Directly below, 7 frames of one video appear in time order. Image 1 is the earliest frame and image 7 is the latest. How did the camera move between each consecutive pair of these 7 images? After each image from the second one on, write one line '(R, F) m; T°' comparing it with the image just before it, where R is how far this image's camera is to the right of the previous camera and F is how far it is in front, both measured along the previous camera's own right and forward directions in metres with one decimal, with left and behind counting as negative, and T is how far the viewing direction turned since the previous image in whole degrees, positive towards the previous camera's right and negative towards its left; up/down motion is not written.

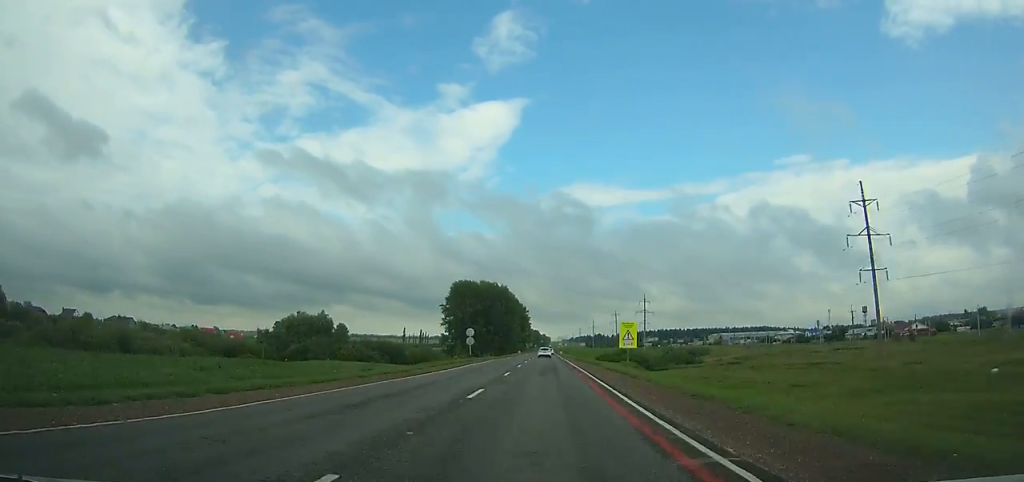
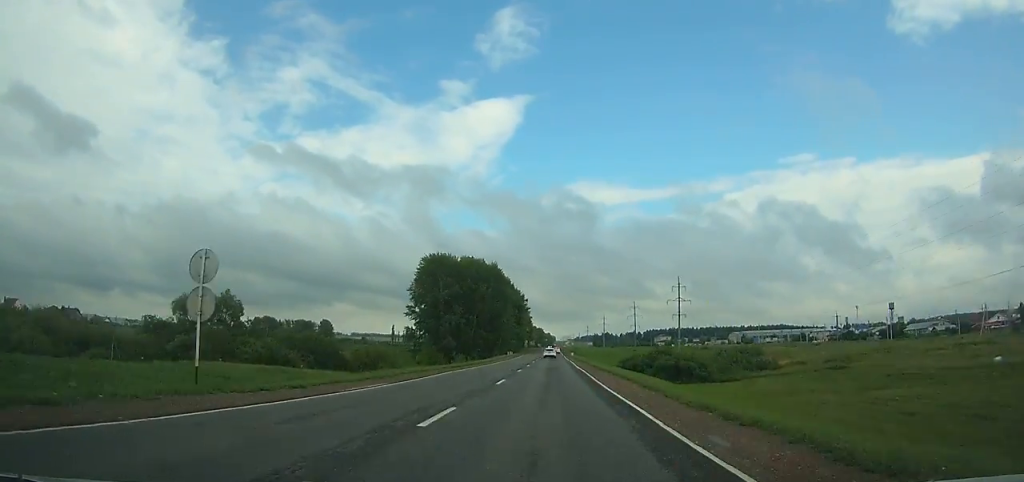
(-0.1, +53.9) m; 0°
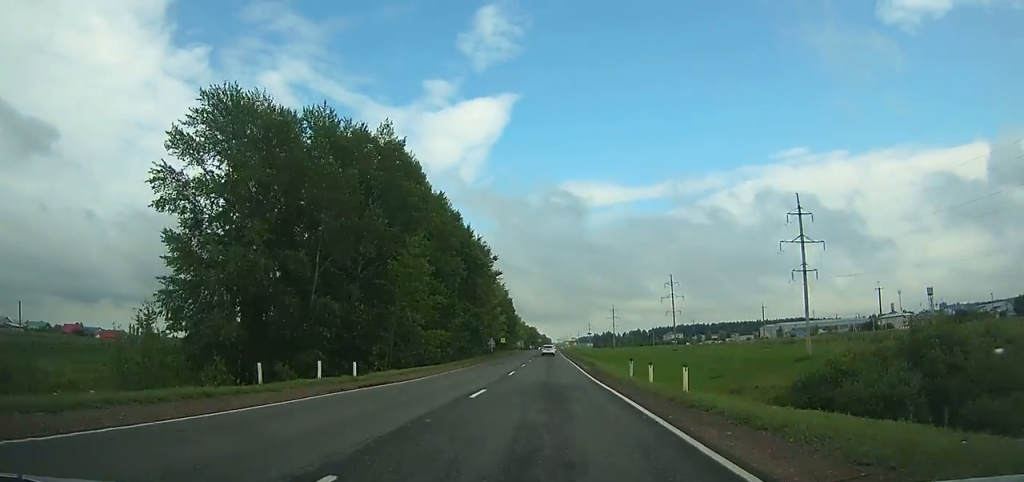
(-0.2, +86.8) m; -1°
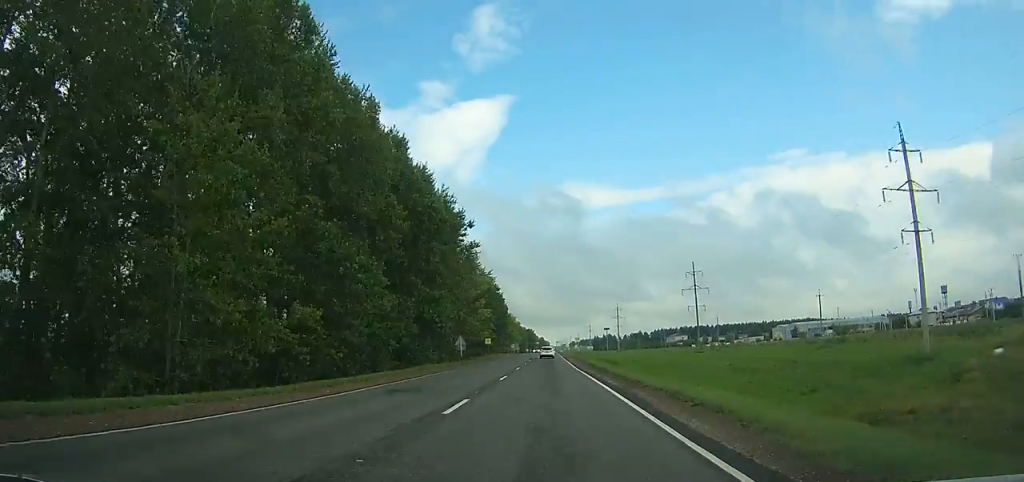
(-0.4, +28.5) m; 0°
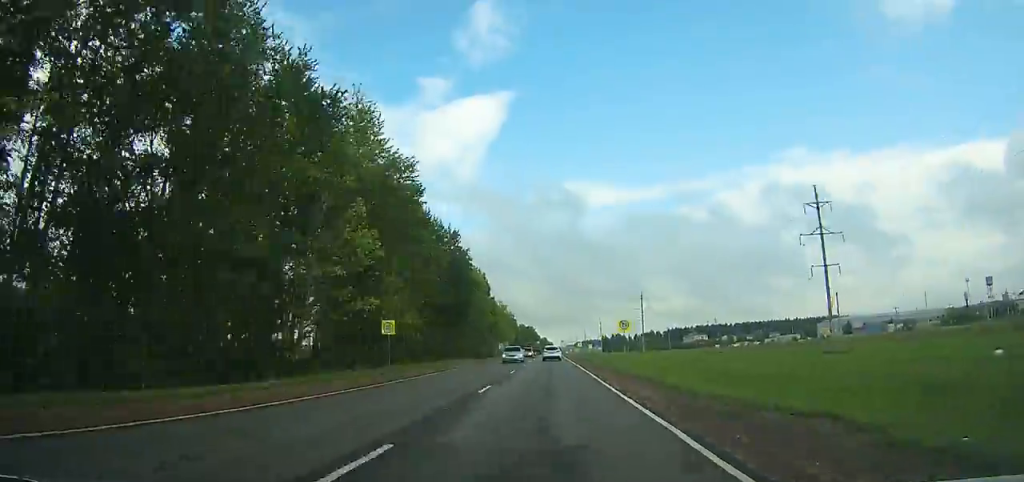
(+0.5, +65.7) m; +1°
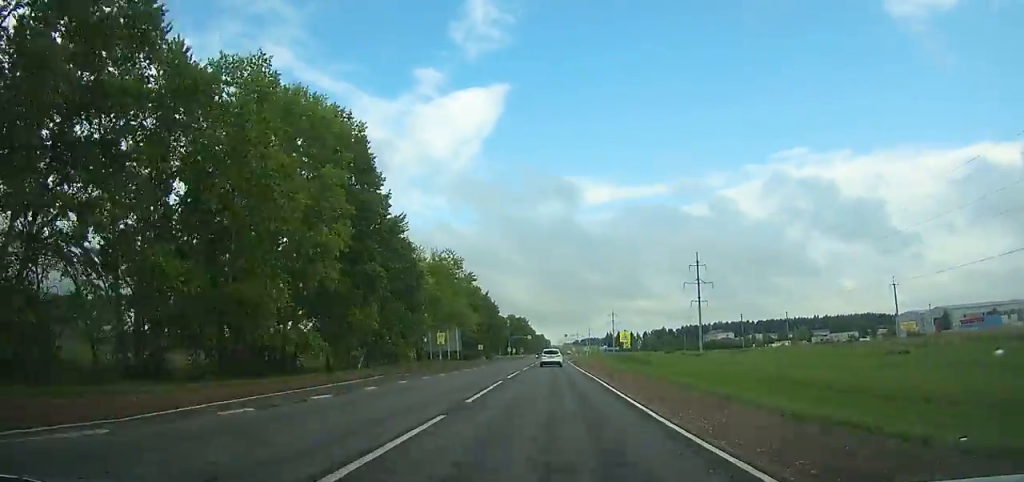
(+0.1, +88.0) m; 0°
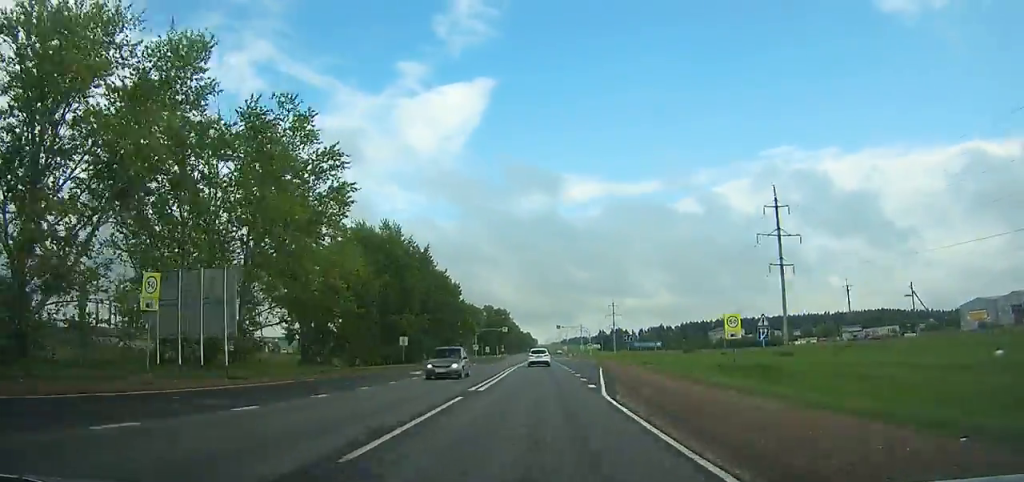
(+0.4, +55.9) m; 0°
